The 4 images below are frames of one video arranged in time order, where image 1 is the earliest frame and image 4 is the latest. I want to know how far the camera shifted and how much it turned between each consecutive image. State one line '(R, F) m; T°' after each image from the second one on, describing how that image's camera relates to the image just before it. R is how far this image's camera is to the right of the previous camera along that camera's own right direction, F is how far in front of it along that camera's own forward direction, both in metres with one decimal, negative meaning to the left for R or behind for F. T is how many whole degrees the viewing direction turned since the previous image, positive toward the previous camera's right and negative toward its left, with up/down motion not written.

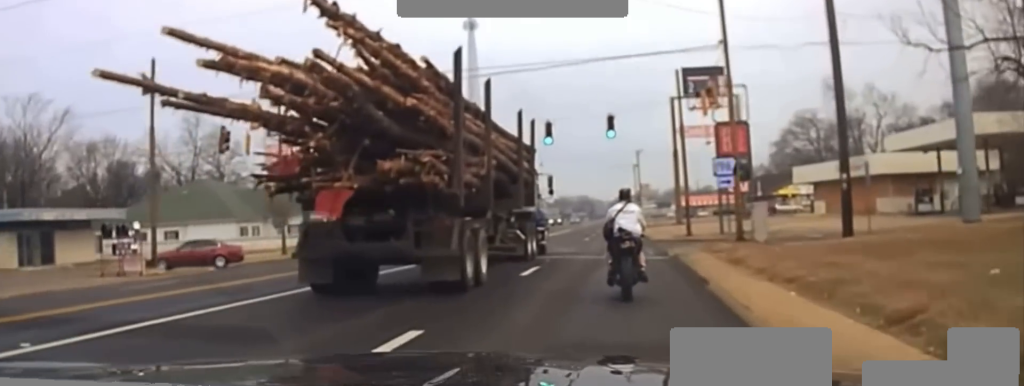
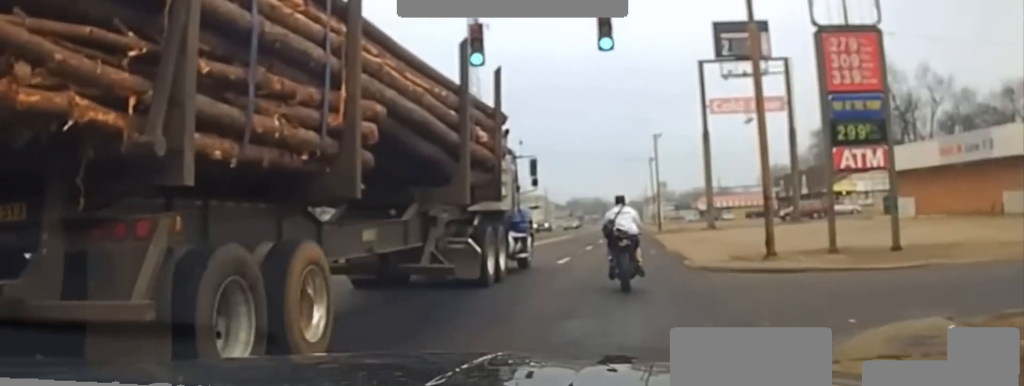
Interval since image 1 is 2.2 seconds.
(0.0, +29.1) m; 0°
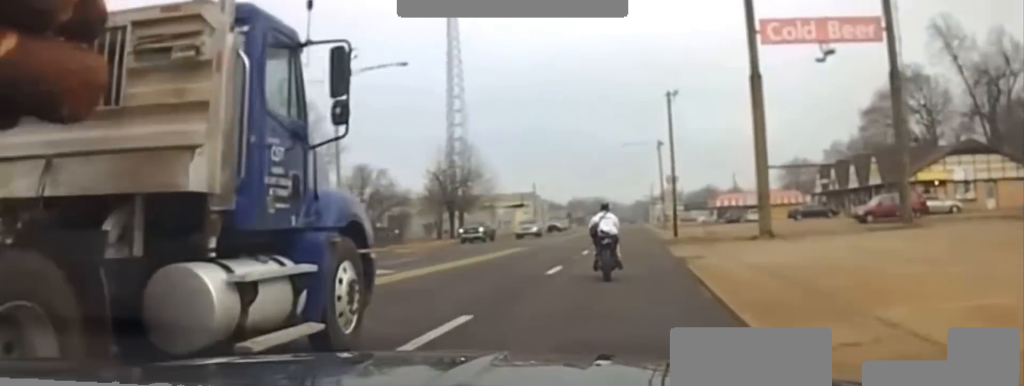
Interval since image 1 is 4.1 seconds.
(0.0, +31.8) m; 0°
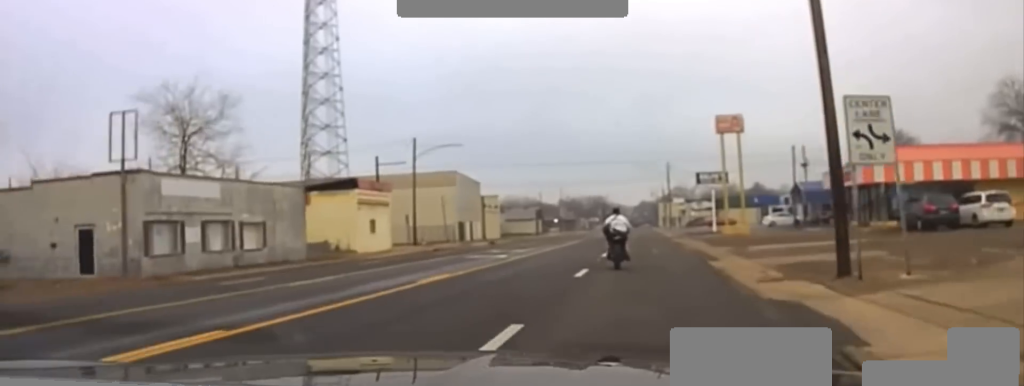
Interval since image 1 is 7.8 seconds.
(+0.3, +78.1) m; 0°
